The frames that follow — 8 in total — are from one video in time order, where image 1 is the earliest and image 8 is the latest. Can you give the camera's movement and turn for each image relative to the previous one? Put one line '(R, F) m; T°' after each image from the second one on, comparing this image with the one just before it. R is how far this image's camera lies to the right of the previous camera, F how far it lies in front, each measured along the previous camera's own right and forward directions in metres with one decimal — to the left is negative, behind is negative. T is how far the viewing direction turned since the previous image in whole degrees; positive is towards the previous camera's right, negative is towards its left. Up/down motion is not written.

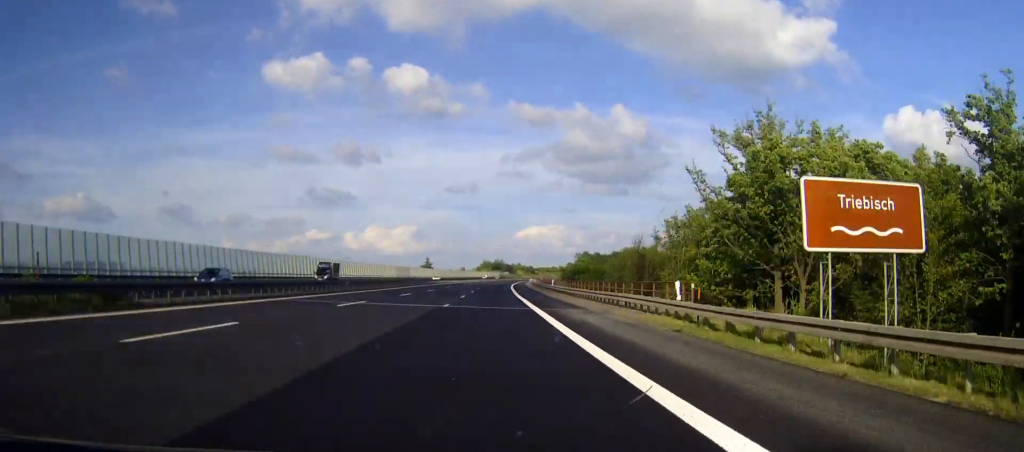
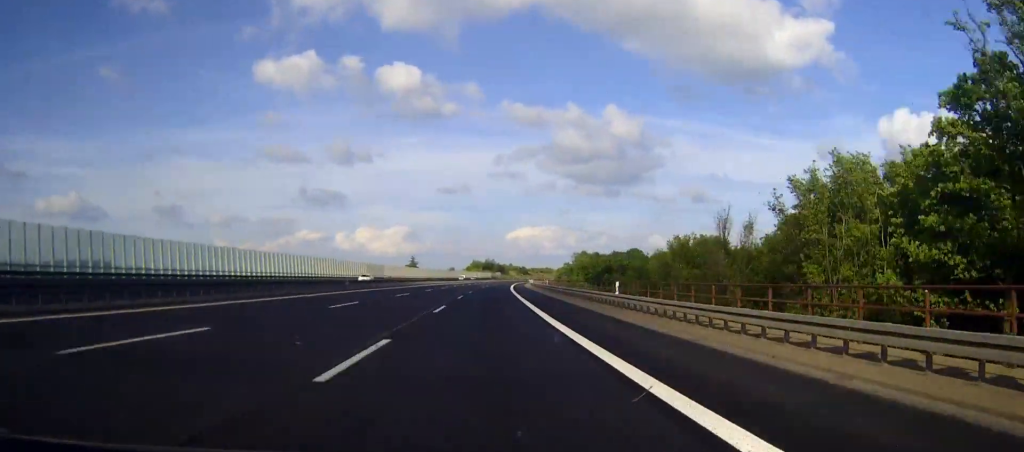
(+0.3, +38.6) m; +1°
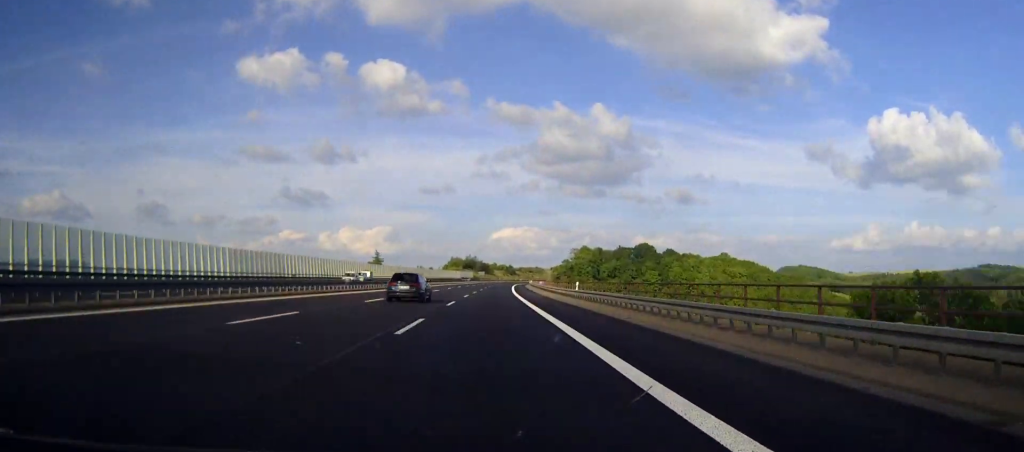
(+1.0, +82.9) m; +1°
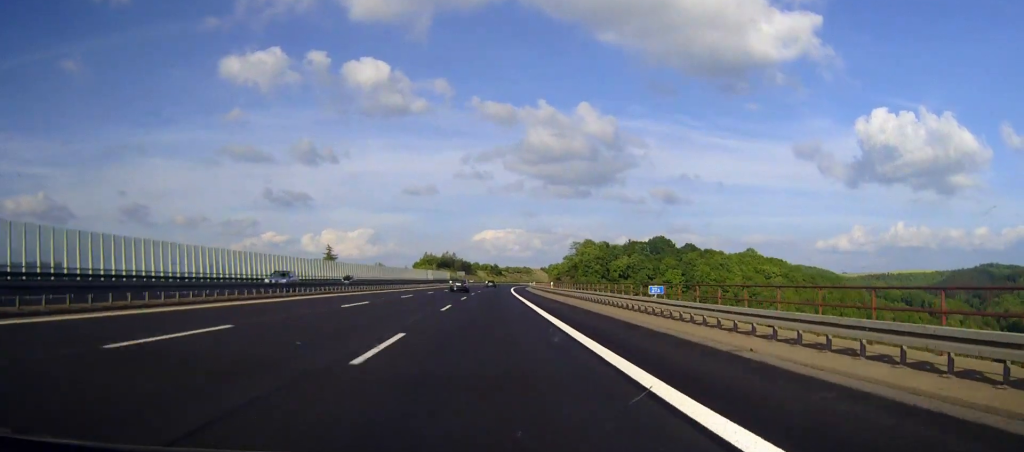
(+0.8, +77.4) m; +1°
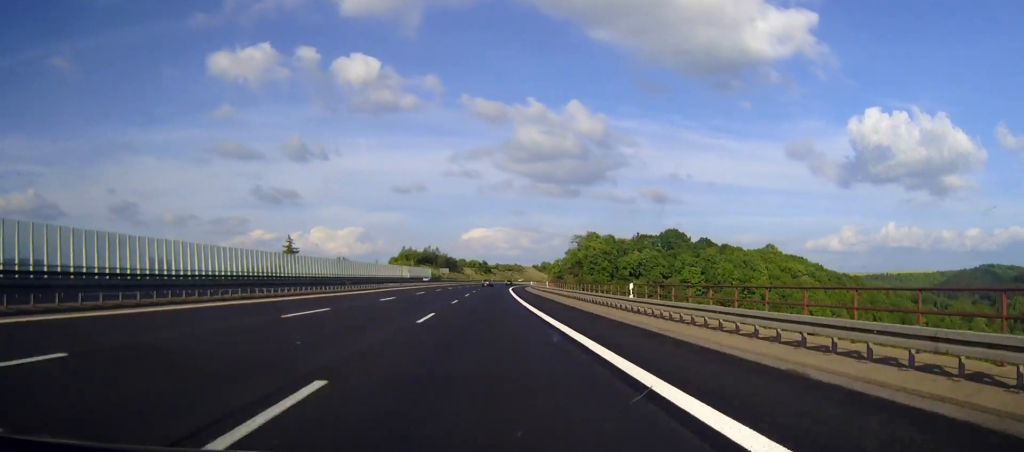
(+0.4, +44.3) m; +1°
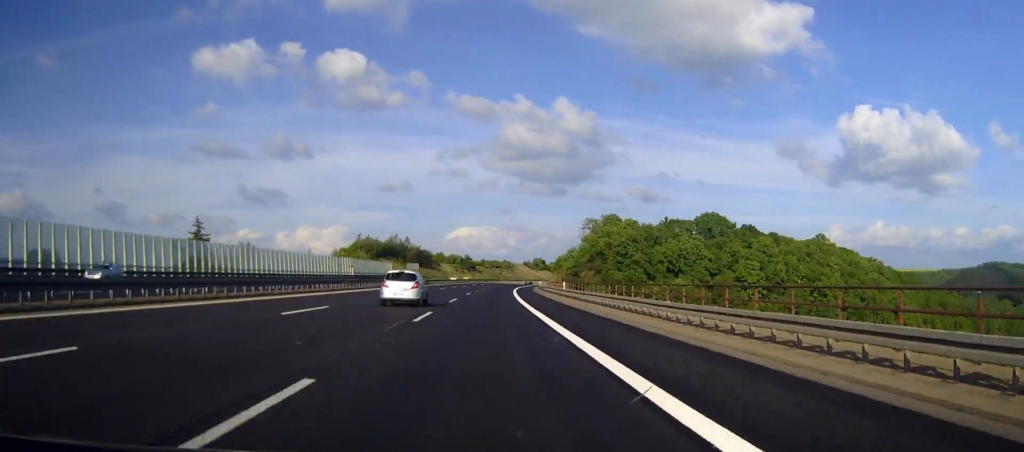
(+1.0, +72.0) m; +2°
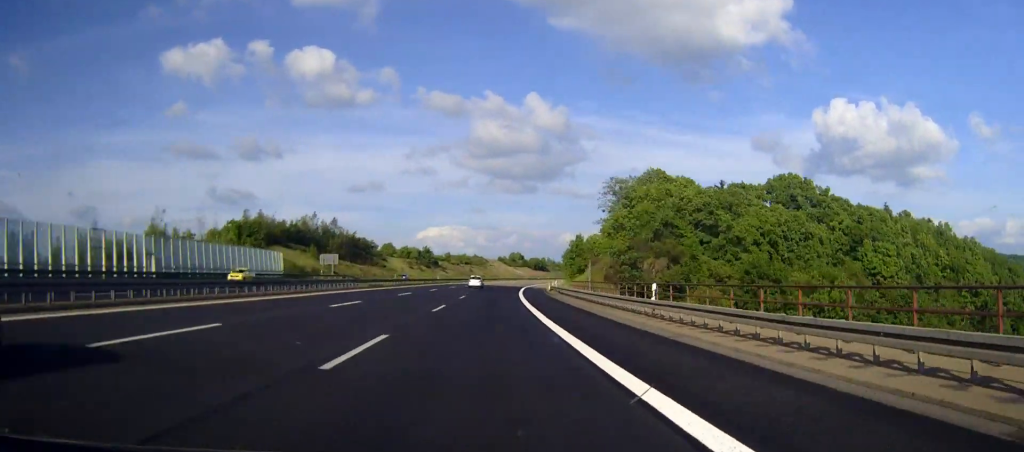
(+1.9, +83.1) m; +3°
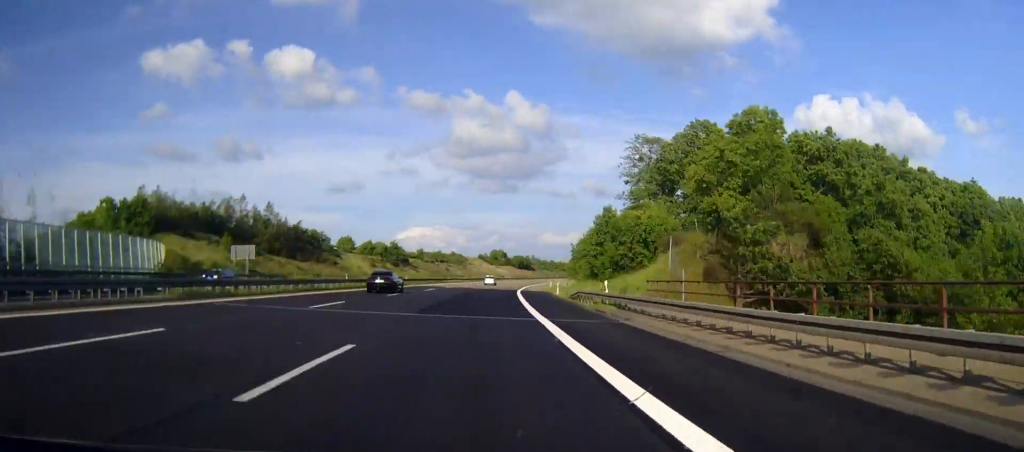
(+0.1, +38.8) m; +2°
